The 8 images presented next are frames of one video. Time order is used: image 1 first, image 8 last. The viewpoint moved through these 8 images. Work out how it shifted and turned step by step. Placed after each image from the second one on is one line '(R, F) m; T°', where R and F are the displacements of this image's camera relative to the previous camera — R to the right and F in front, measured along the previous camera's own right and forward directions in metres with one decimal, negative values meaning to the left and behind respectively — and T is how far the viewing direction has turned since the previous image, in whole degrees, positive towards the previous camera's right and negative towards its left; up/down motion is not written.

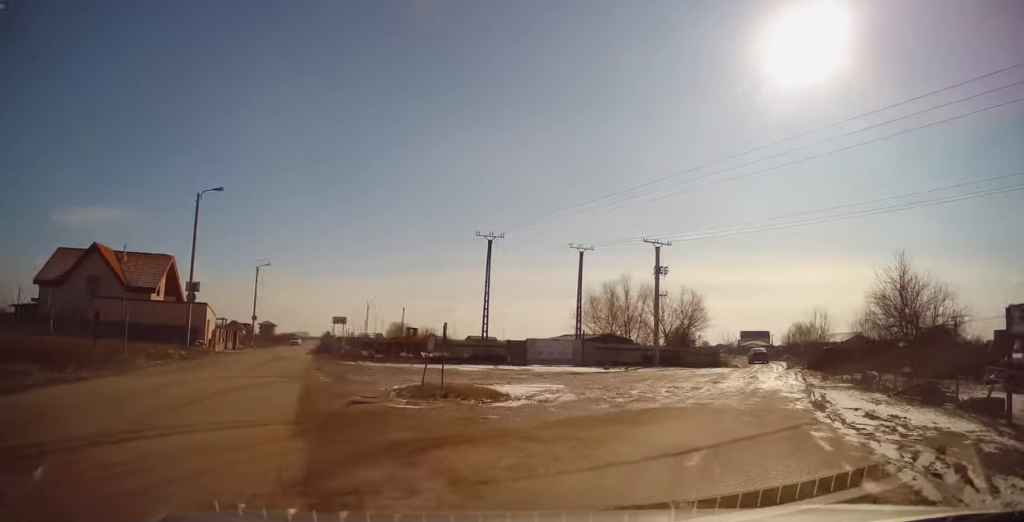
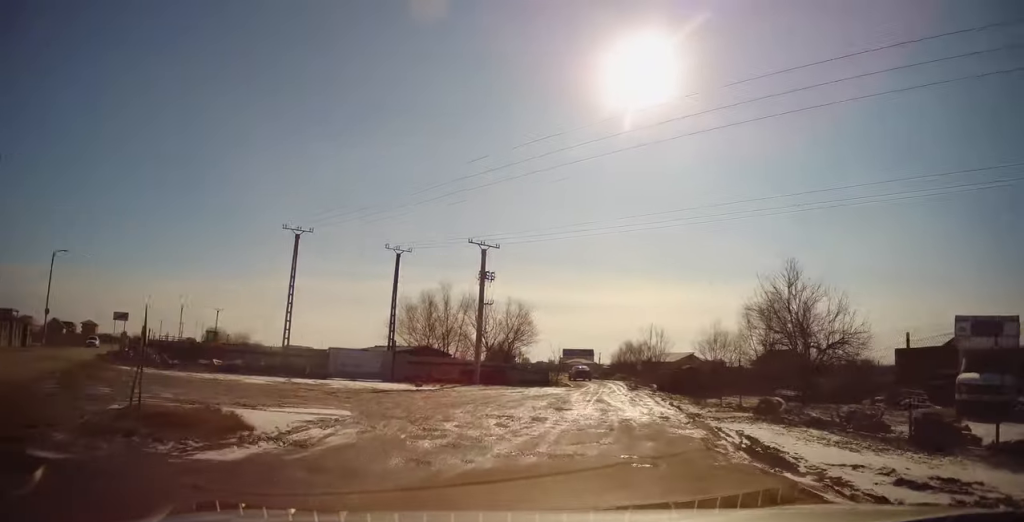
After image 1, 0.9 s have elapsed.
(+0.4, +5.0) m; +10°
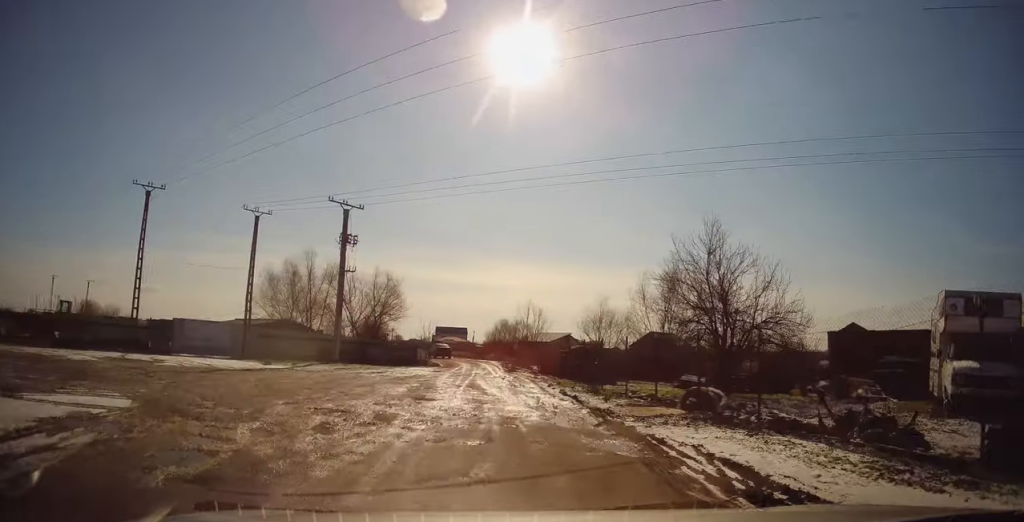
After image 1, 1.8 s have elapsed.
(+0.3, +3.7) m; +9°
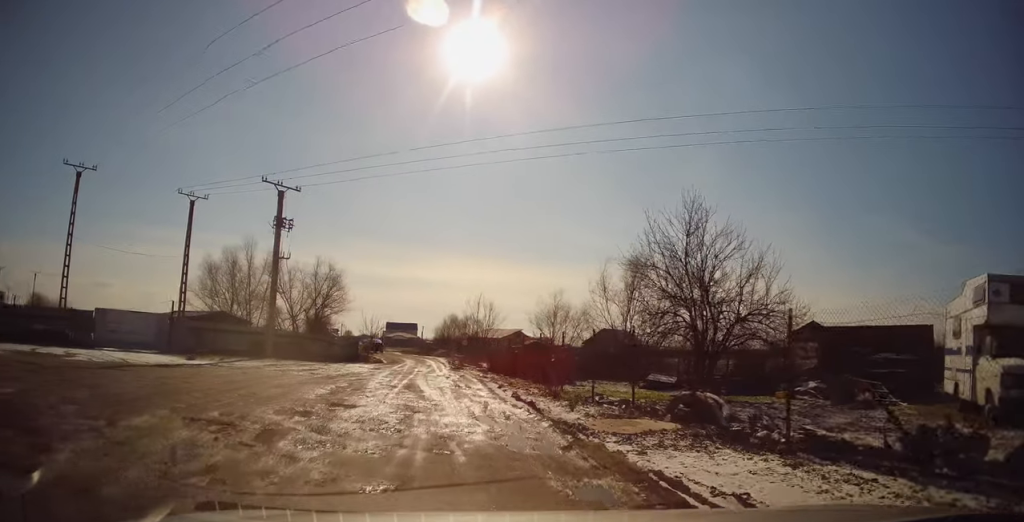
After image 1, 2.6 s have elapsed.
(+0.2, +3.2) m; +7°
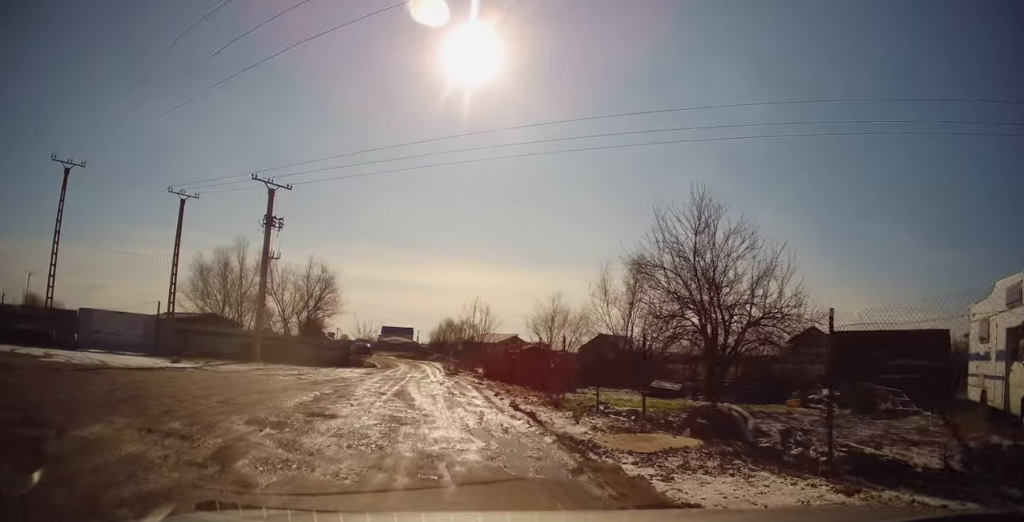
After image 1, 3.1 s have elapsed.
(+0.1, +1.4) m; +2°
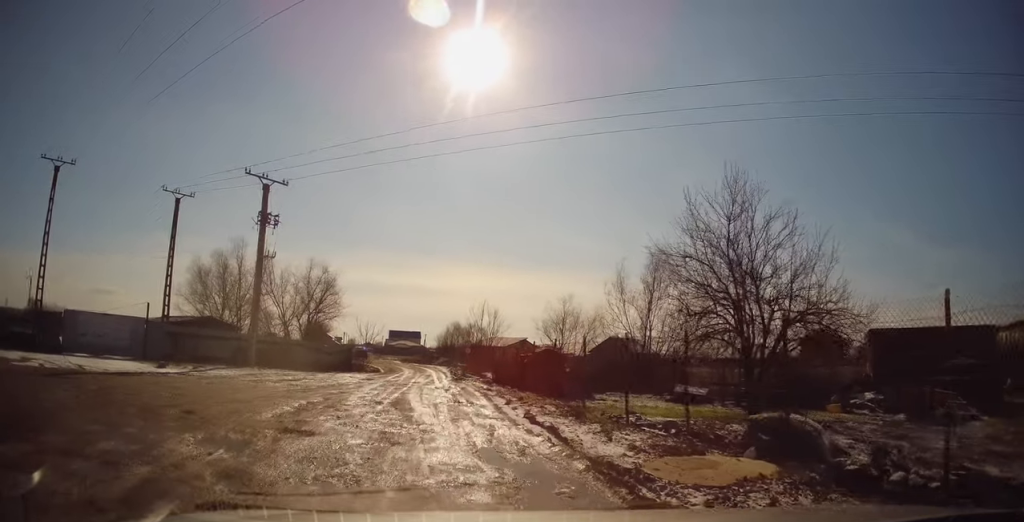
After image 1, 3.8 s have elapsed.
(+0.1, +2.0) m; +3°
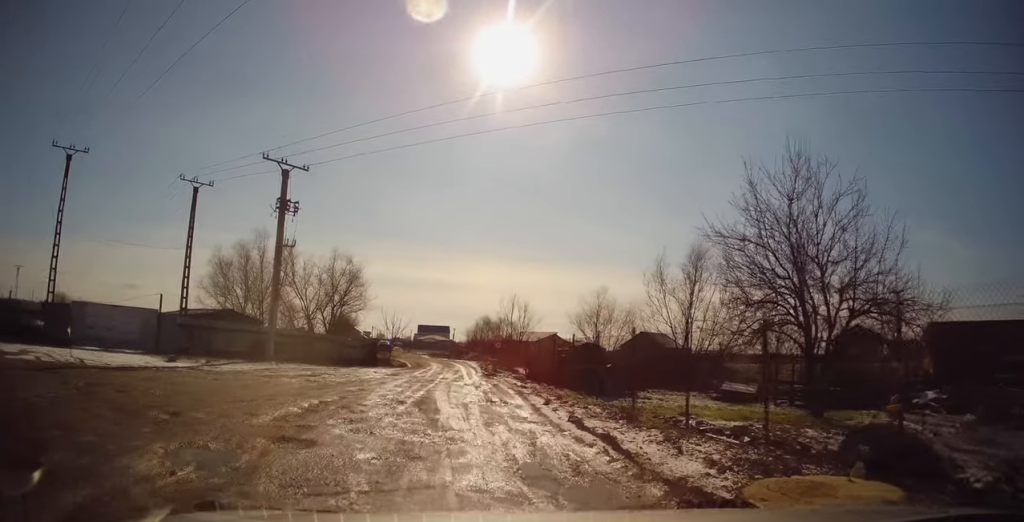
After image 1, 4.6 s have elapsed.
(0.0, +1.6) m; +1°
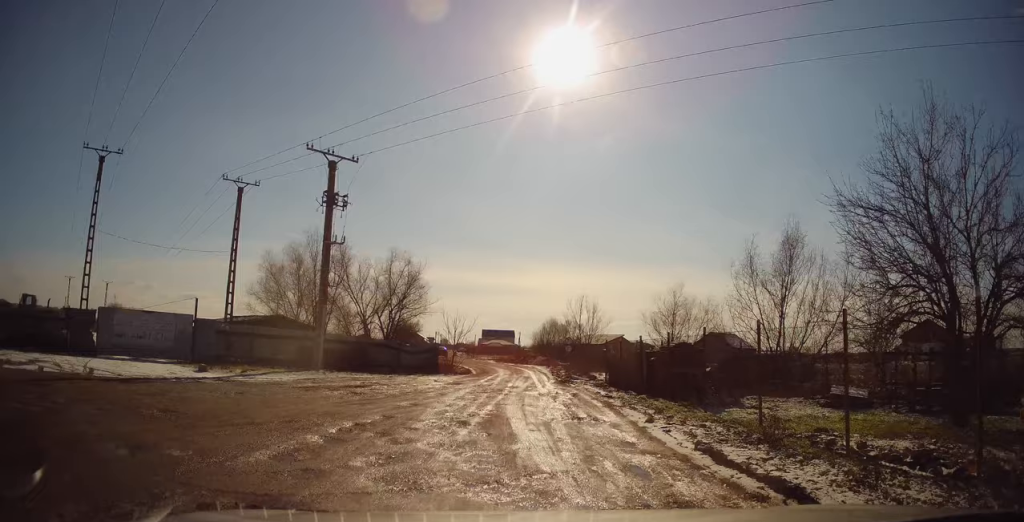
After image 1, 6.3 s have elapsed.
(-0.1, +3.3) m; -6°
